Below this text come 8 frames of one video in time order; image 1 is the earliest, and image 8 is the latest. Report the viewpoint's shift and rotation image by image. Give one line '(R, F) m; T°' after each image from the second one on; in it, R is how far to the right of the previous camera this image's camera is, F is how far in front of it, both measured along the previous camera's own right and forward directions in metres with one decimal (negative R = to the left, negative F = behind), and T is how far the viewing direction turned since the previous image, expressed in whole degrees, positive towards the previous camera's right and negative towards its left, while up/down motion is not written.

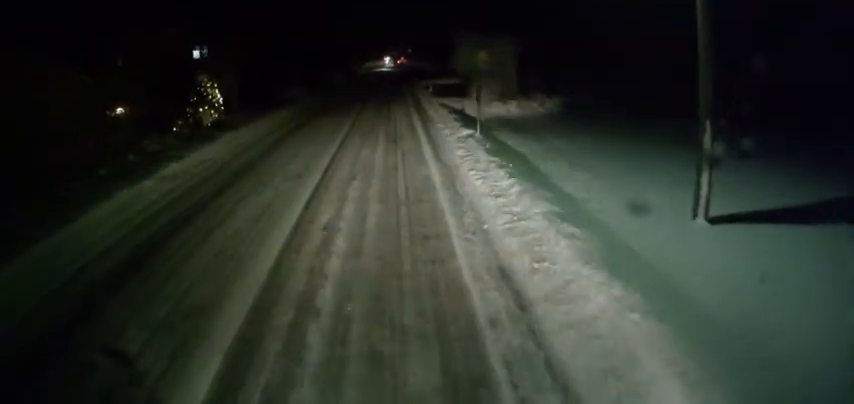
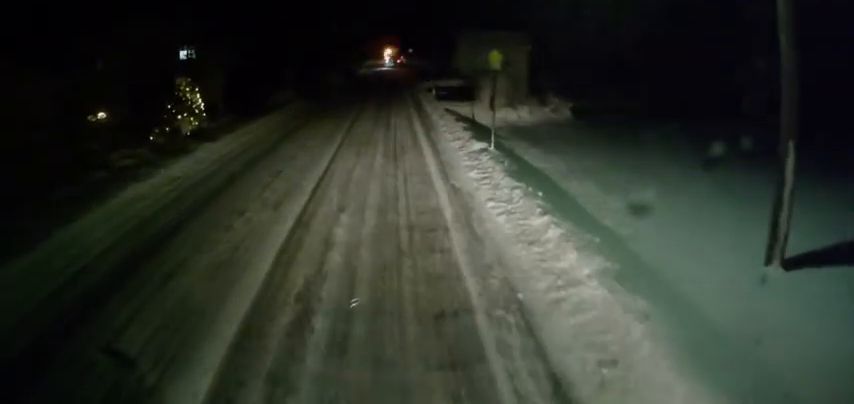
(+0.2, +2.4) m; 0°
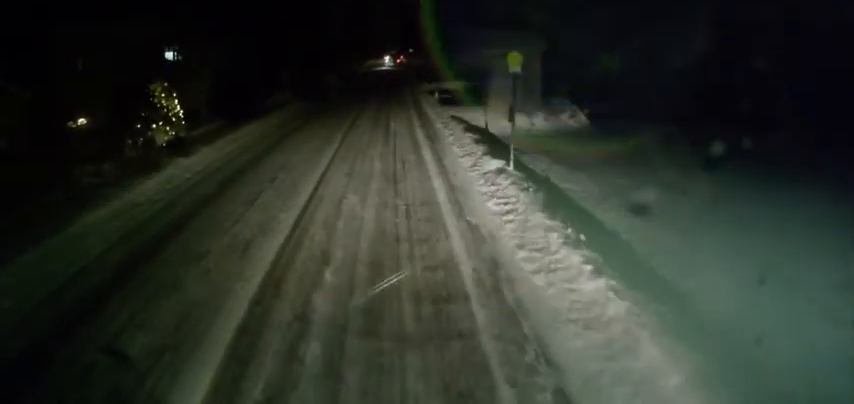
(+0.3, +2.4) m; 0°
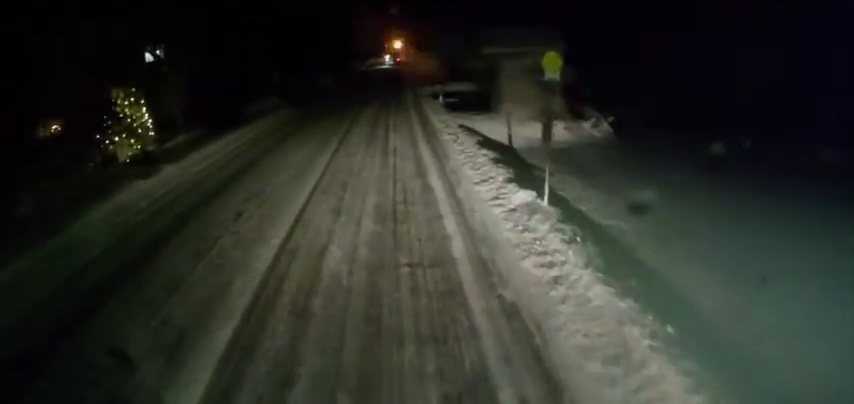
(-0.1, +2.7) m; -2°
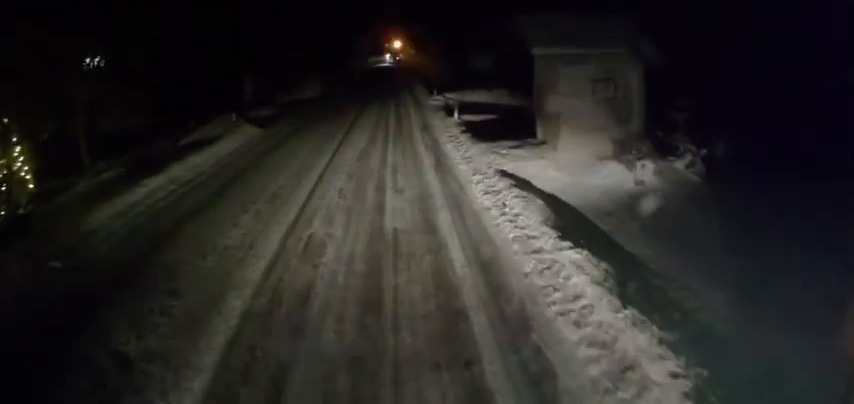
(-0.5, +7.3) m; -4°
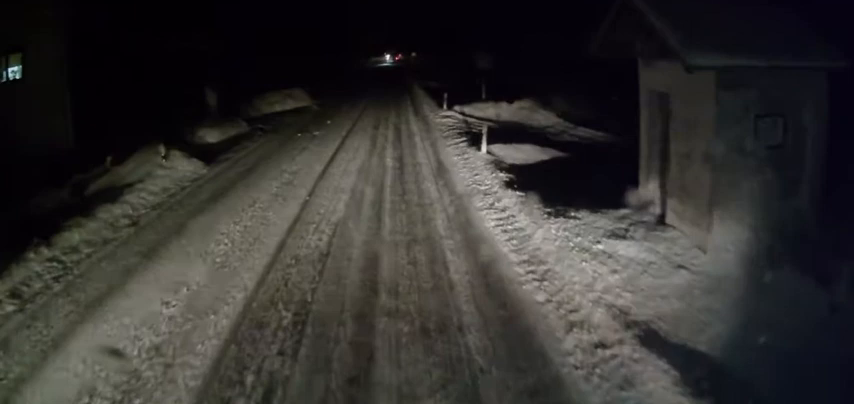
(+0.2, +6.5) m; +2°
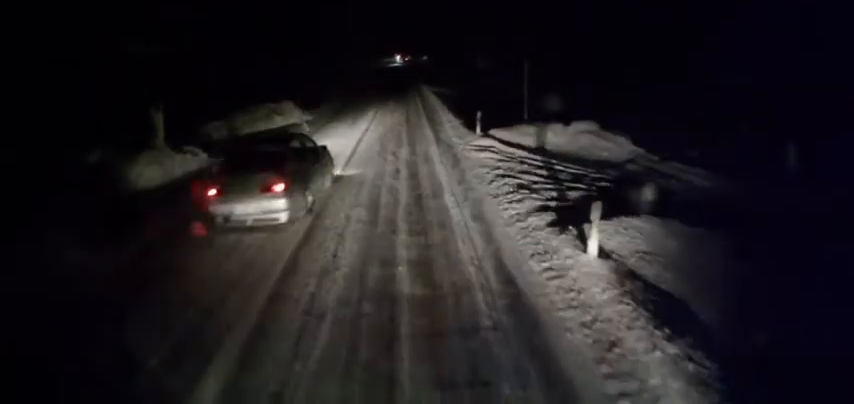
(-0.4, +6.6) m; -2°
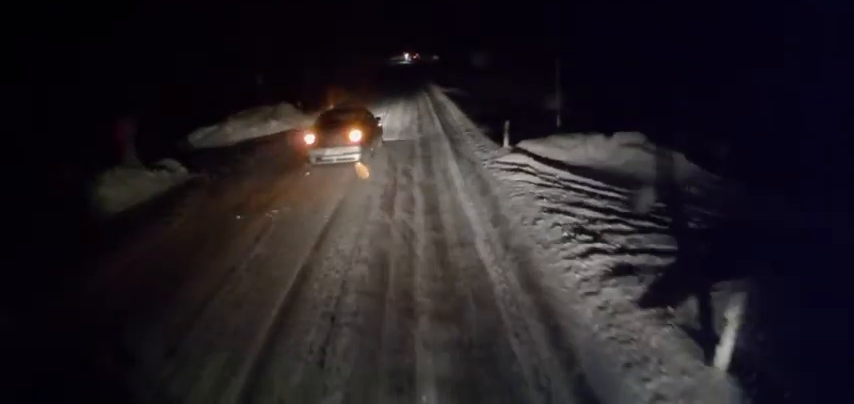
(+0.3, +2.6) m; 0°
